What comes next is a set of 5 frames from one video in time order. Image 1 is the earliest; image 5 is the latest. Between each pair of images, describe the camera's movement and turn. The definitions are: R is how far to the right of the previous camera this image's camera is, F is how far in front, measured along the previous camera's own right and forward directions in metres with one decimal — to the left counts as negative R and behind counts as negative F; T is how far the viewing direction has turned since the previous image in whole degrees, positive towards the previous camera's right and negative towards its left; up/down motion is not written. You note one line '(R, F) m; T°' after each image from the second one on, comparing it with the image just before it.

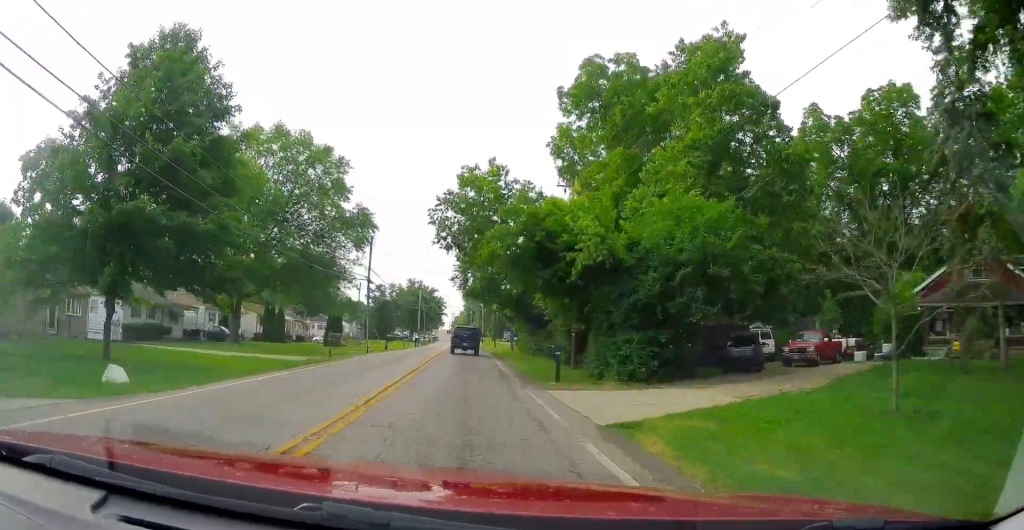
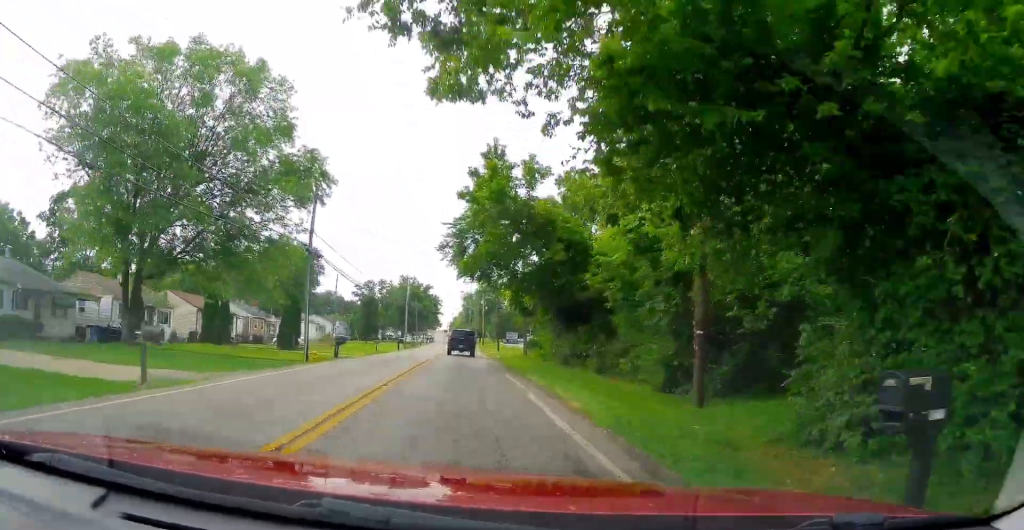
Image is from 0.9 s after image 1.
(+0.4, +16.7) m; -1°
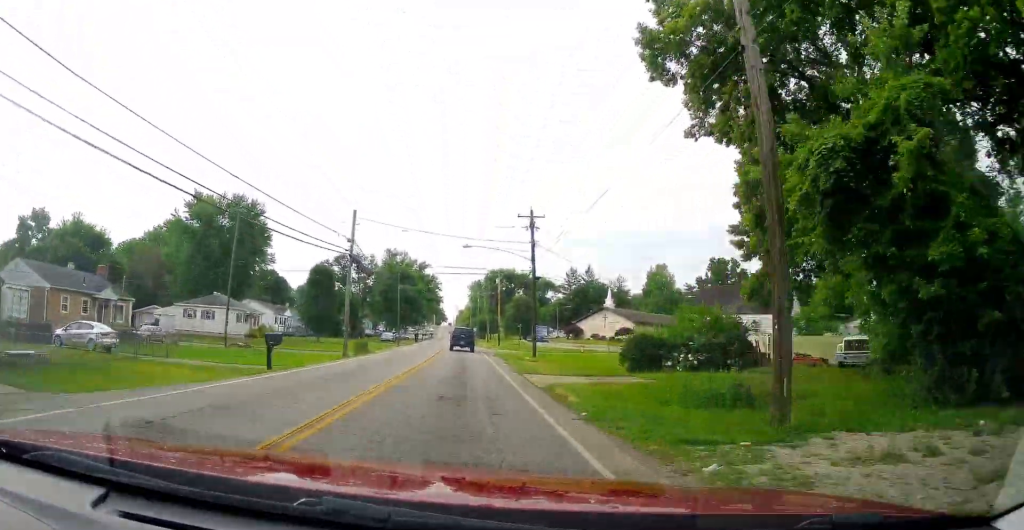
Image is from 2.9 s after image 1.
(-0.8, +39.2) m; -2°
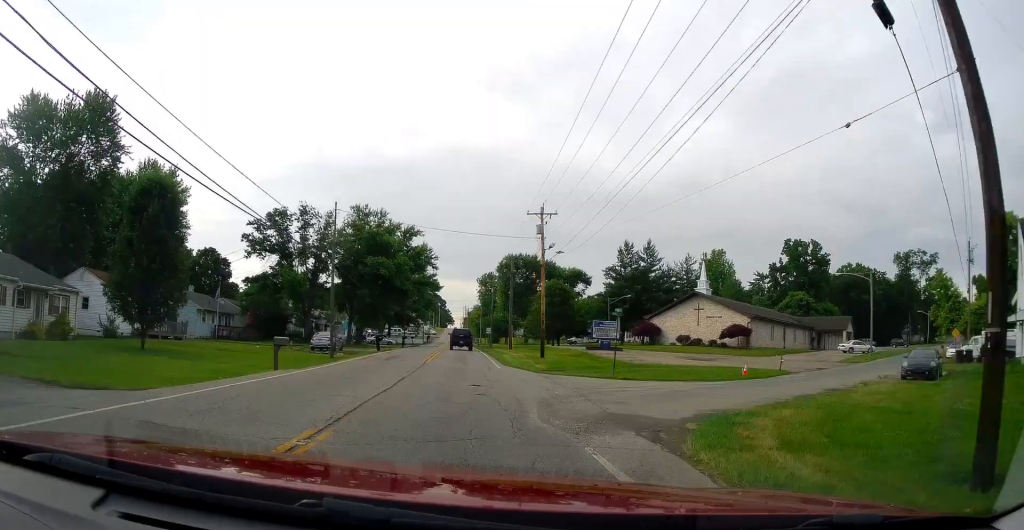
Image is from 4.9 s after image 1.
(0.0, +39.9) m; +1°
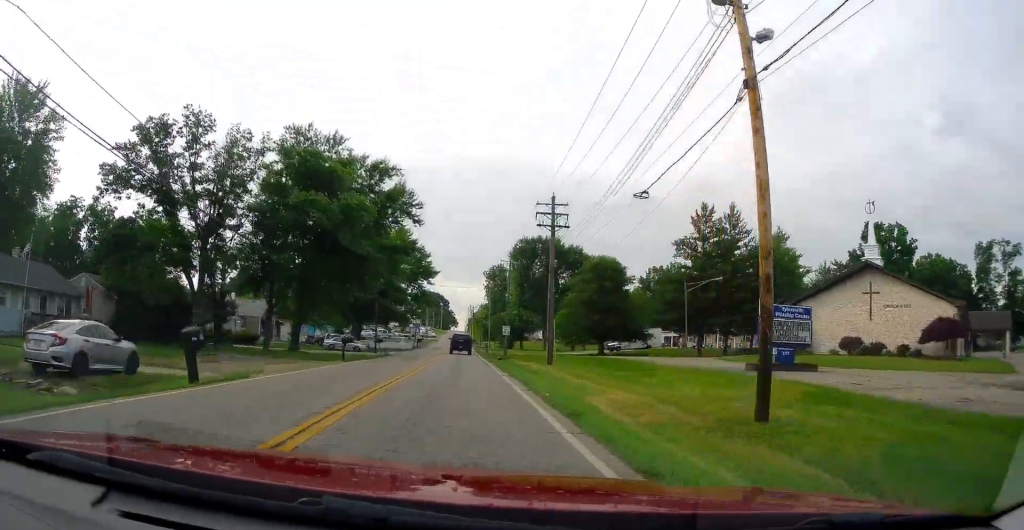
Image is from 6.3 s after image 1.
(-0.5, +29.9) m; -2°
